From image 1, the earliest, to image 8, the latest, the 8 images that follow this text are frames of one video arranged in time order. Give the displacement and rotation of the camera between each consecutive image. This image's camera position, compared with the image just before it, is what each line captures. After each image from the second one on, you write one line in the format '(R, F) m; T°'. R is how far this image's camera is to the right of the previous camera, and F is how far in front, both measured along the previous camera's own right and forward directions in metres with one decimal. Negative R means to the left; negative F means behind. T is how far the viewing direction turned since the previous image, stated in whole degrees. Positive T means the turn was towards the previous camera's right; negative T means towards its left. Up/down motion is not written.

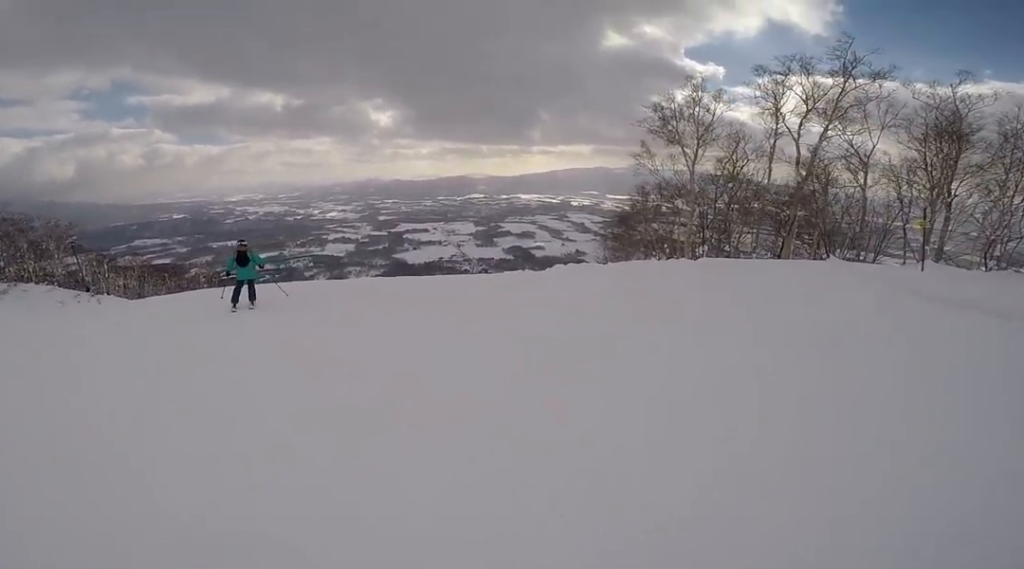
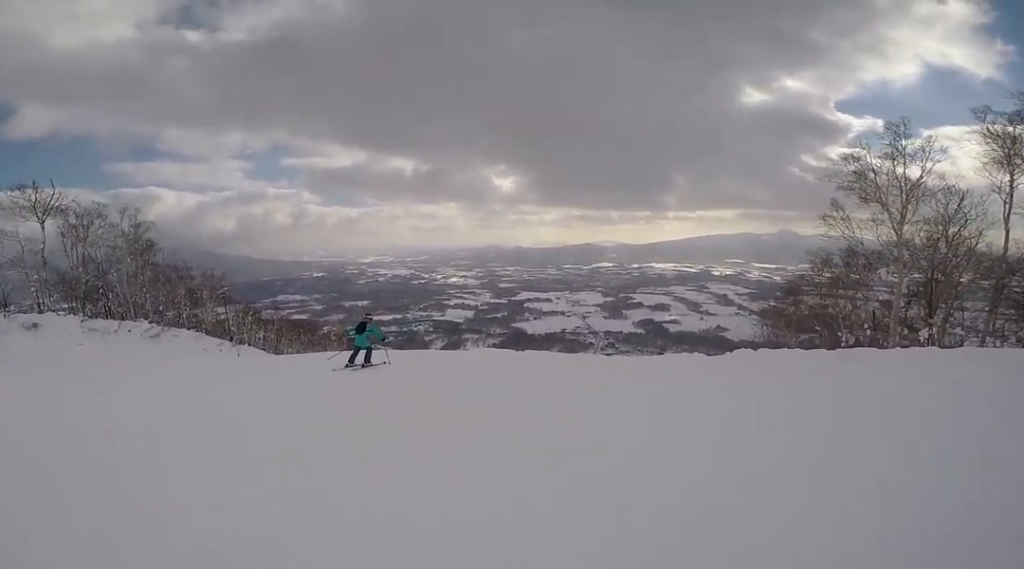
(0.0, +2.2) m; +4°
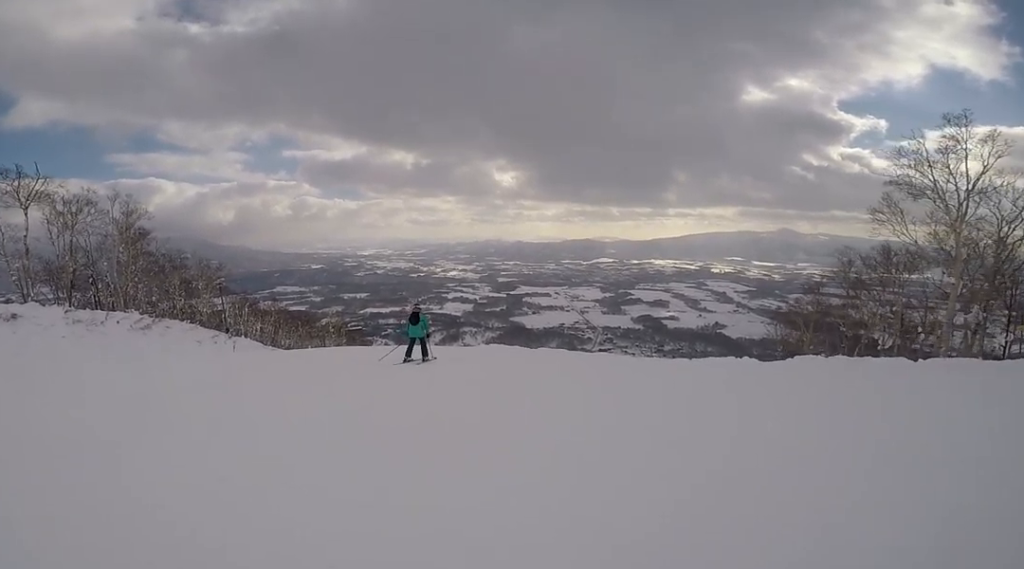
(+0.1, +2.2) m; +6°
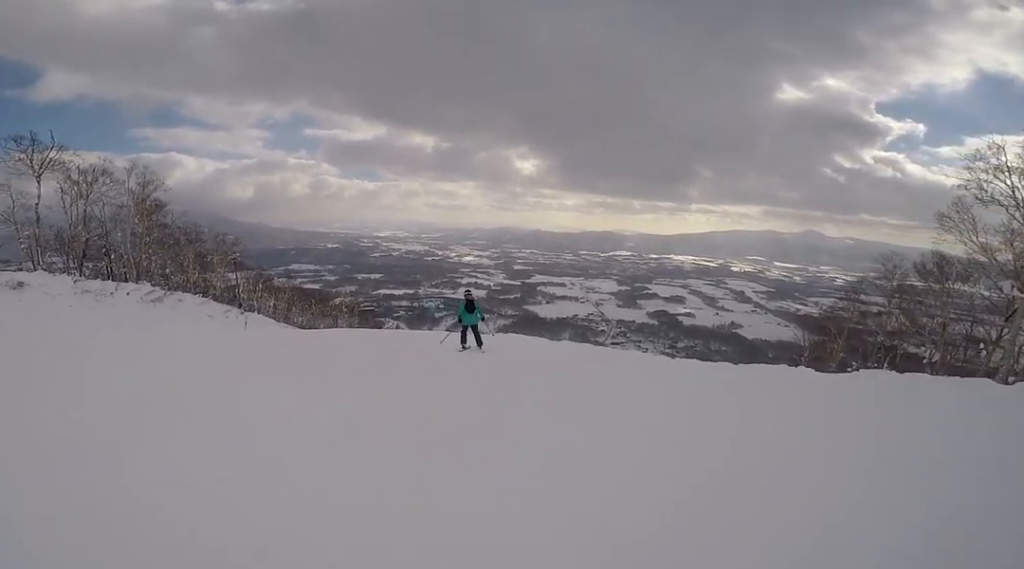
(+0.2, +1.5) m; +3°
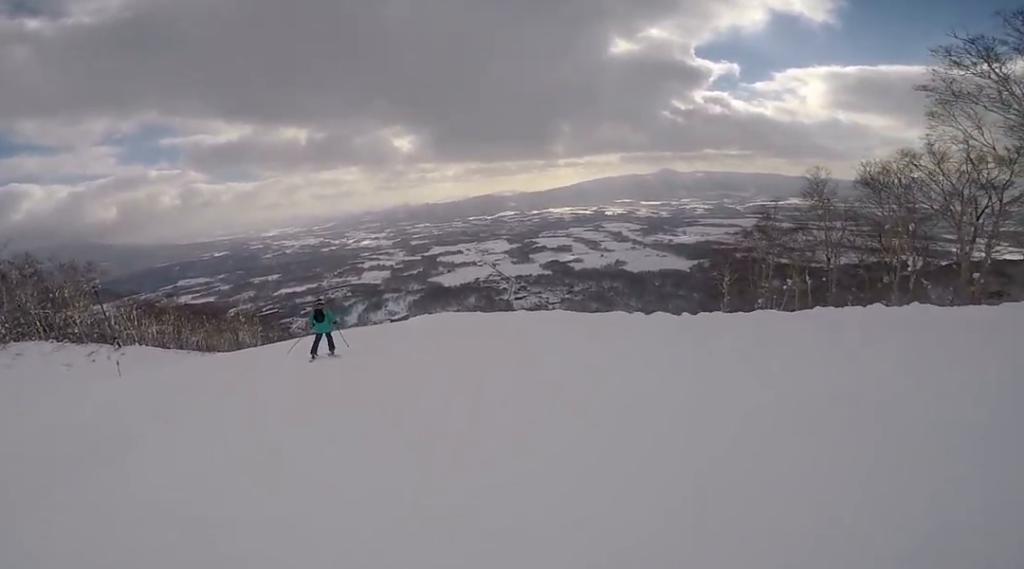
(+0.2, +6.8) m; -3°
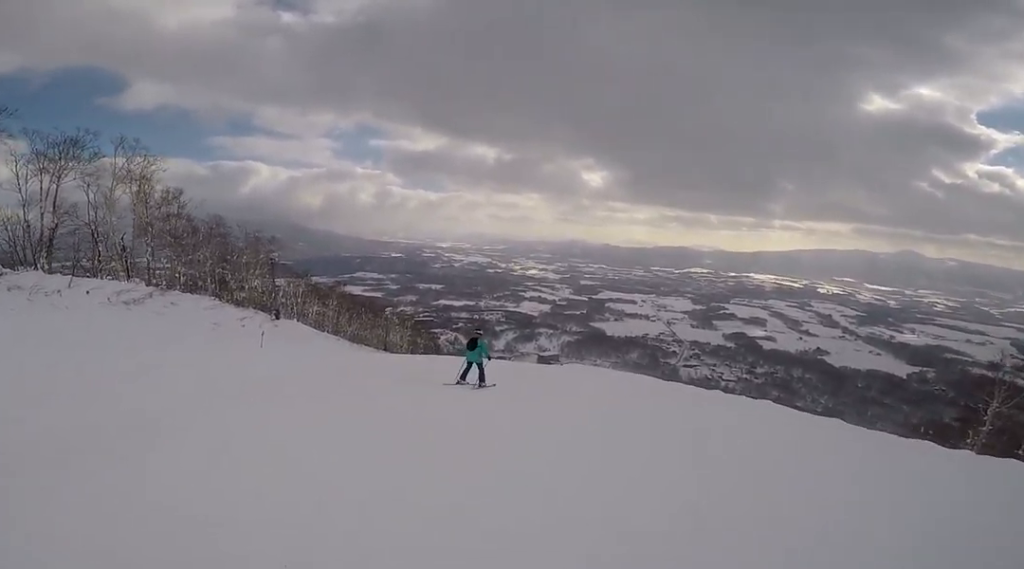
(-0.4, +4.7) m; -10°
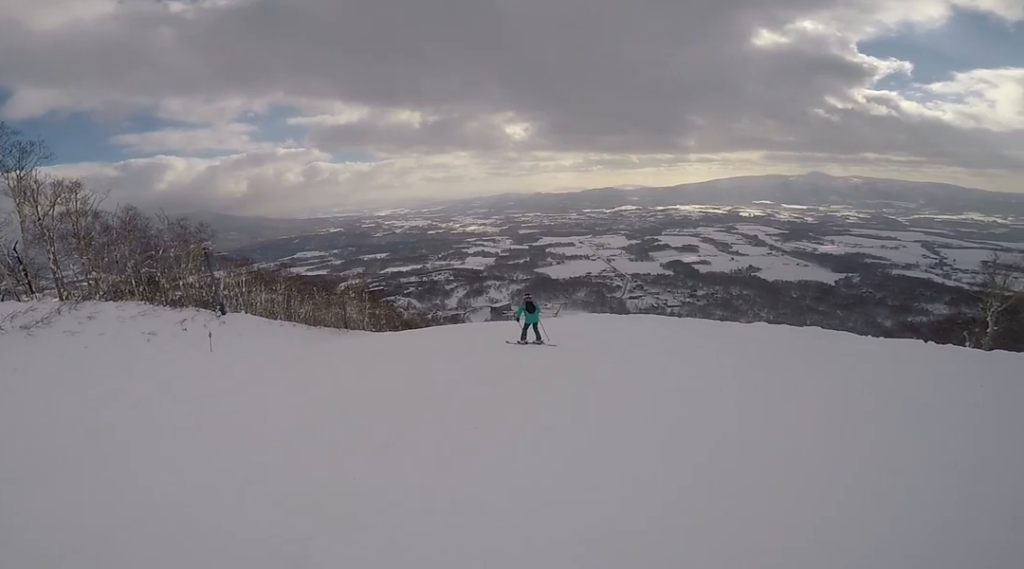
(-0.5, +6.6) m; +2°
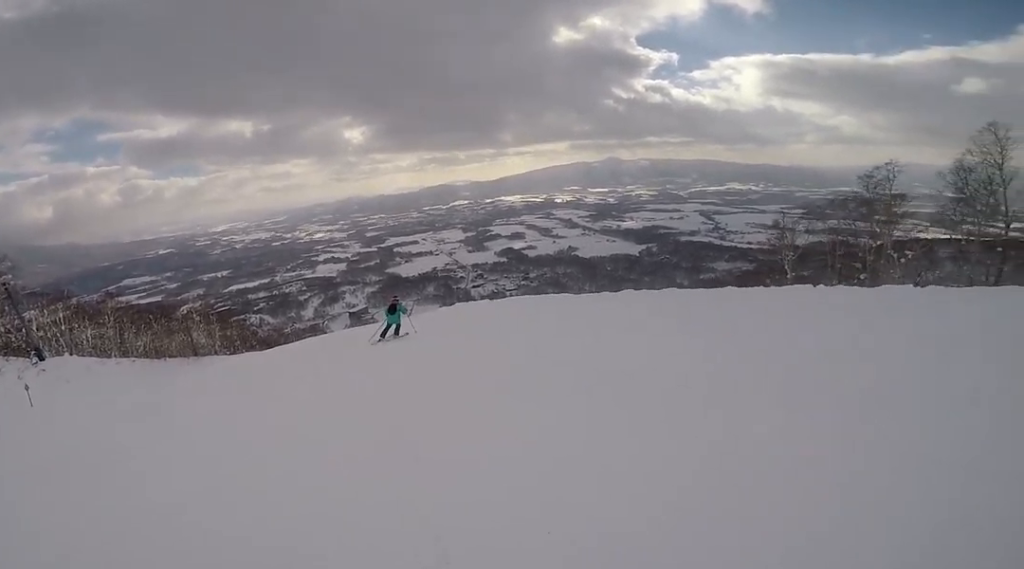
(+0.3, +2.5) m; +13°
